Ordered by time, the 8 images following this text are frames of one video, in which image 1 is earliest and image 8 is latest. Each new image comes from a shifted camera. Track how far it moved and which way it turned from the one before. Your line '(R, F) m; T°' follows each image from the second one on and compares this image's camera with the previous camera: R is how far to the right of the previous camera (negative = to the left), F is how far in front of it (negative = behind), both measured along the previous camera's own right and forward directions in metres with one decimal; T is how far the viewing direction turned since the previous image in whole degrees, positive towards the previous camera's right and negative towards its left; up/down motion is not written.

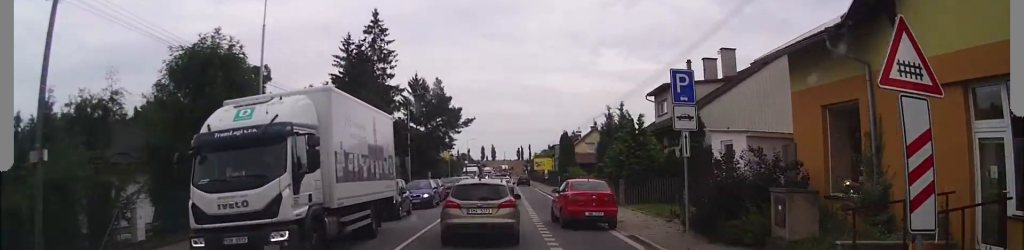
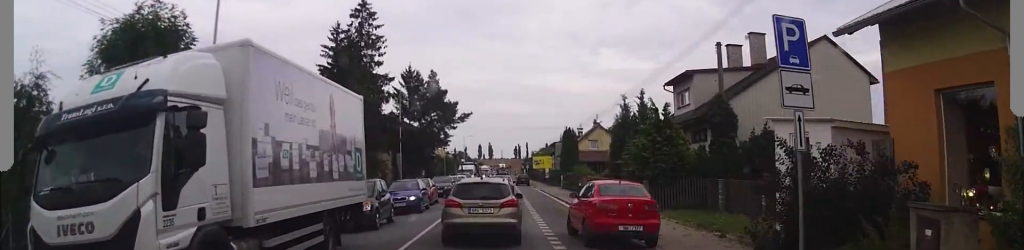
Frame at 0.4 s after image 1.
(0.0, +4.6) m; 0°
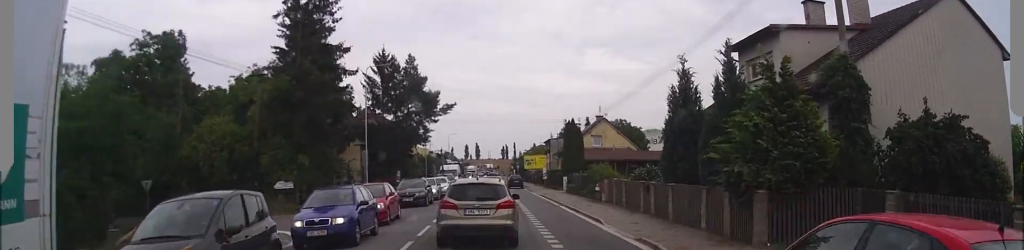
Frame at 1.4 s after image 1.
(0.0, +11.2) m; 0°
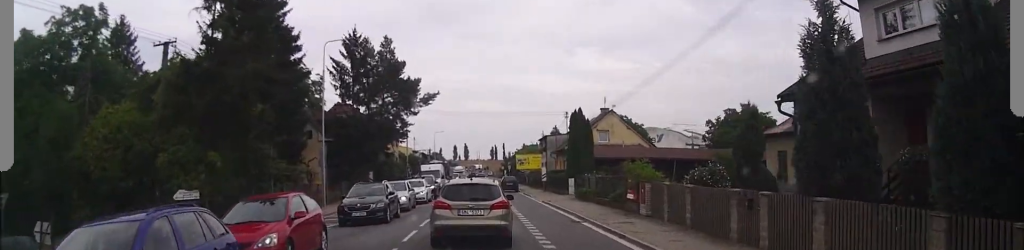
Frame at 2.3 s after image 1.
(0.0, +9.8) m; 0°
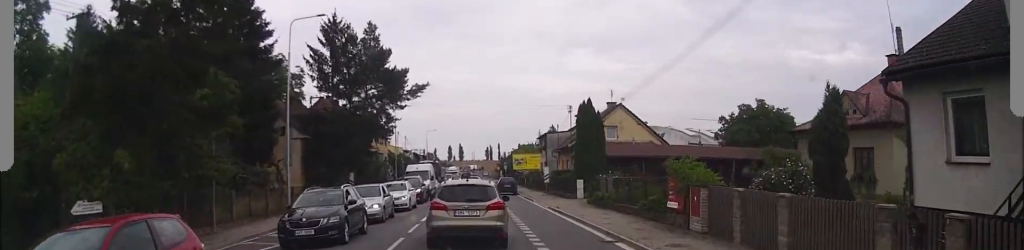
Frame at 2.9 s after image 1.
(0.0, +6.1) m; 0°
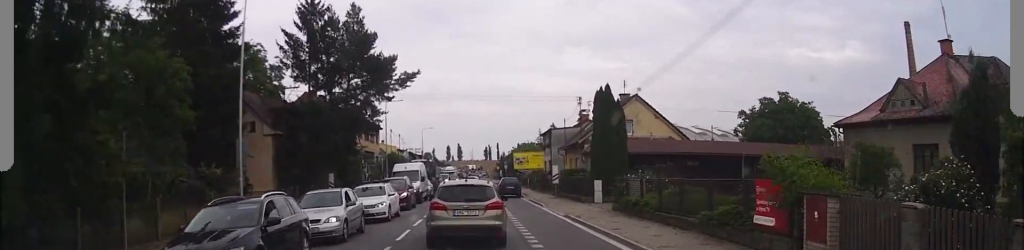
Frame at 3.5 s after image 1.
(0.0, +6.3) m; 0°
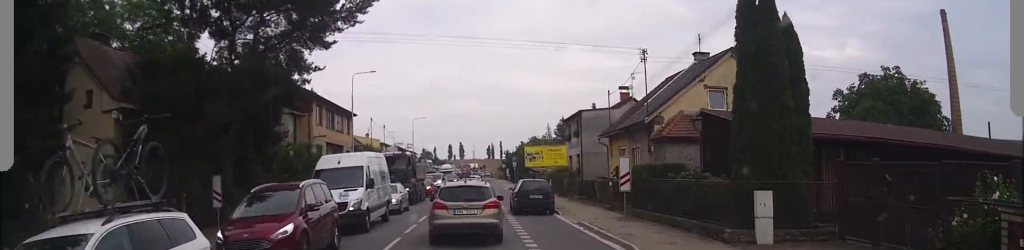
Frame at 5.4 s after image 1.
(0.0, +19.4) m; -1°
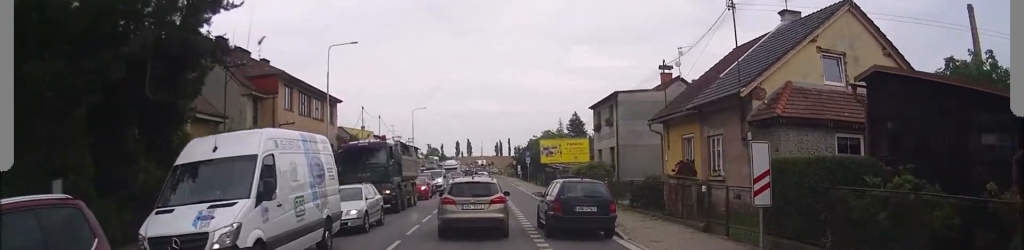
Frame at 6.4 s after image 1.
(-0.2, +10.5) m; -2°
